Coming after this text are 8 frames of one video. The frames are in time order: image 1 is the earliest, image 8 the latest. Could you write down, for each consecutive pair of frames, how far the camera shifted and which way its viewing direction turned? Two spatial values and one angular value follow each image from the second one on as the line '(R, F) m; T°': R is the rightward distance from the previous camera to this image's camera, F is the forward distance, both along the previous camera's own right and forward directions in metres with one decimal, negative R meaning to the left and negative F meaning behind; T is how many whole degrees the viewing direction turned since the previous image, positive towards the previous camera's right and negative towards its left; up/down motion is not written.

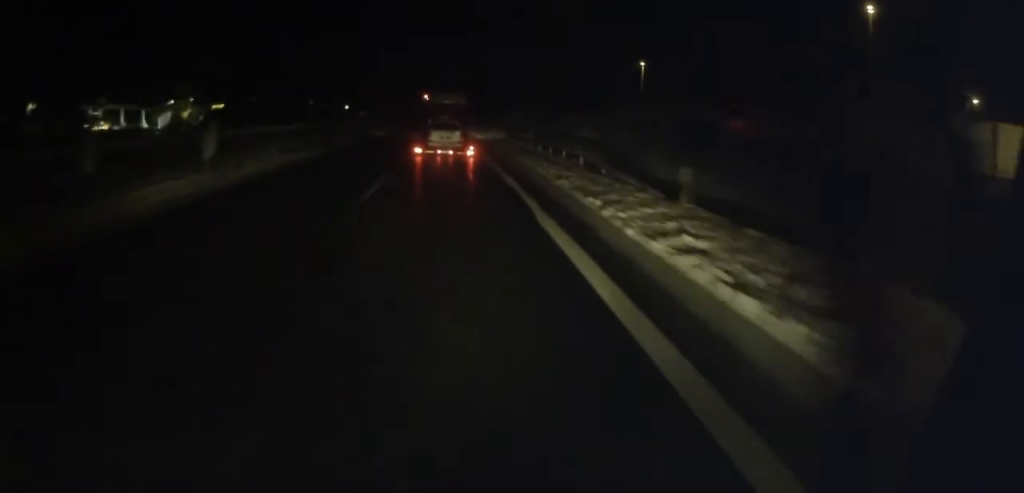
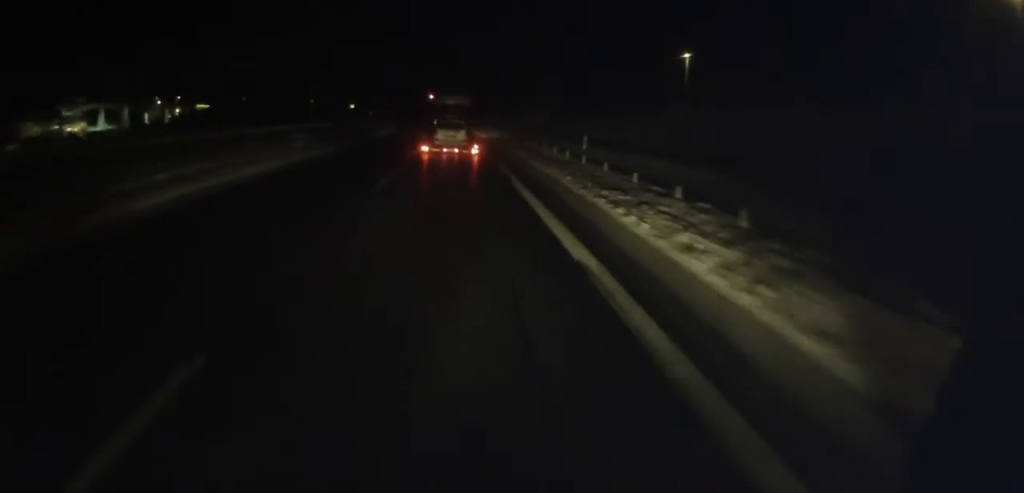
(0.0, +15.8) m; -1°
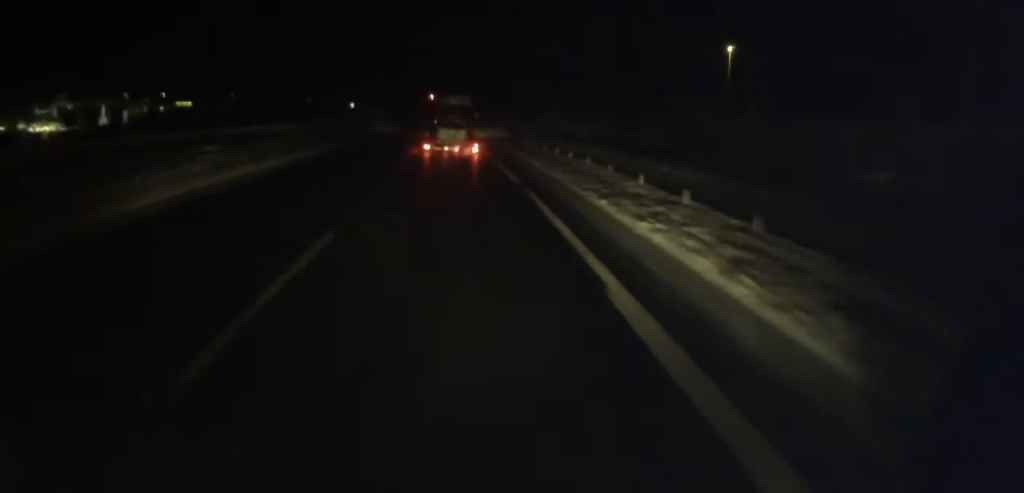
(0.0, +12.6) m; -1°
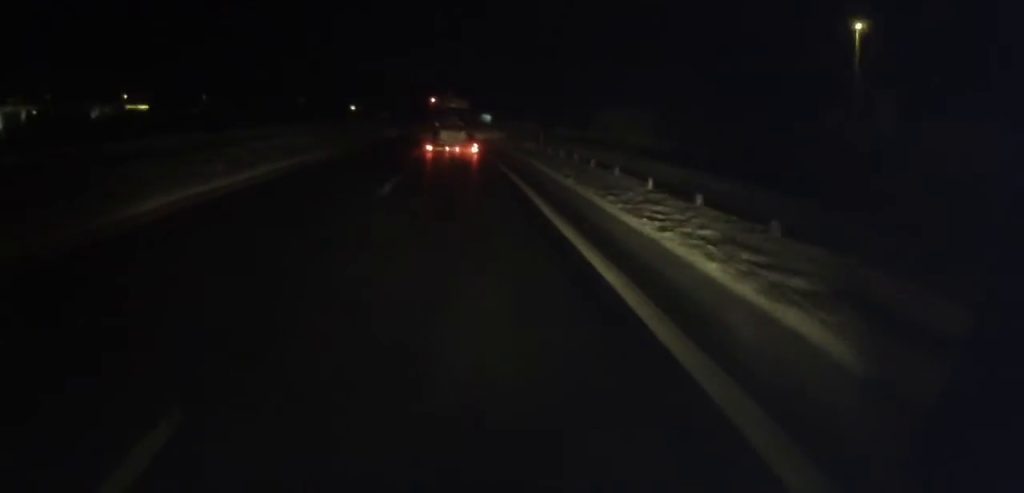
(-0.6, +24.1) m; -2°
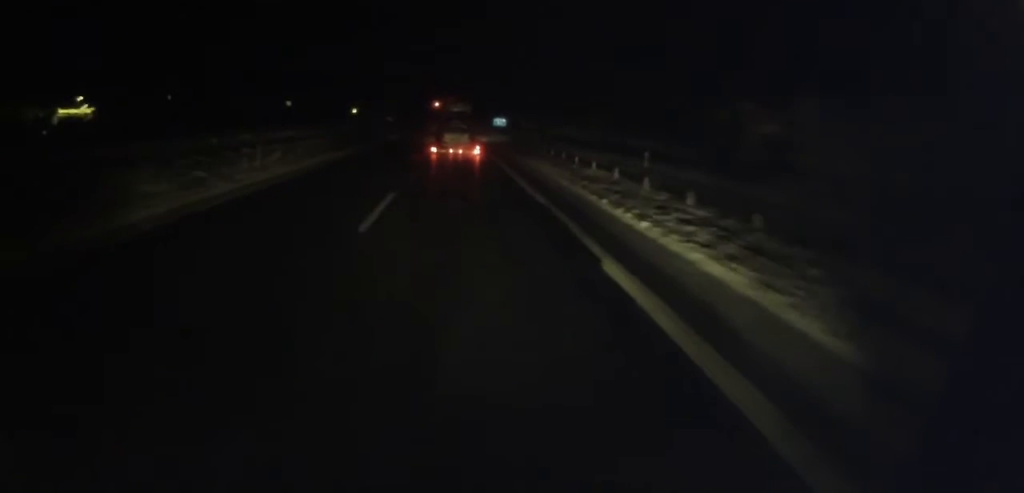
(-0.3, +22.4) m; 0°
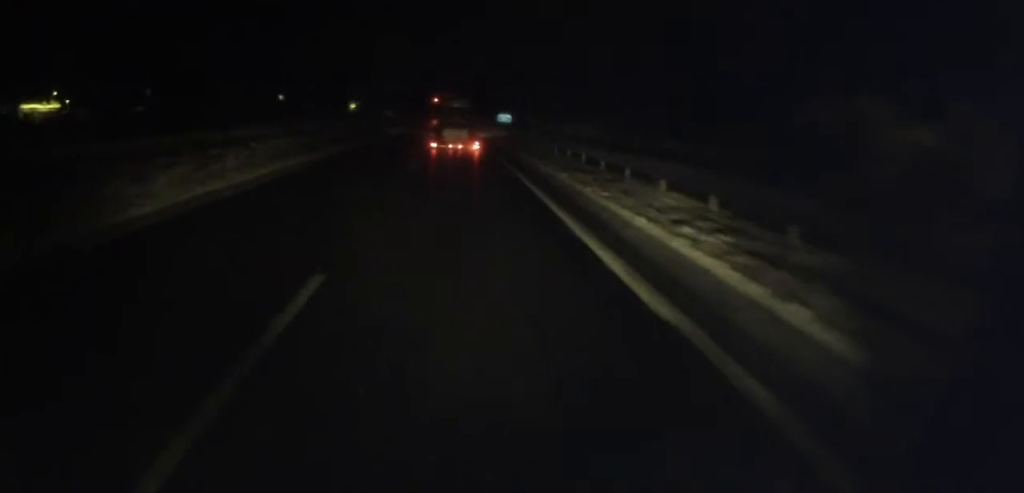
(+0.2, +9.3) m; 0°
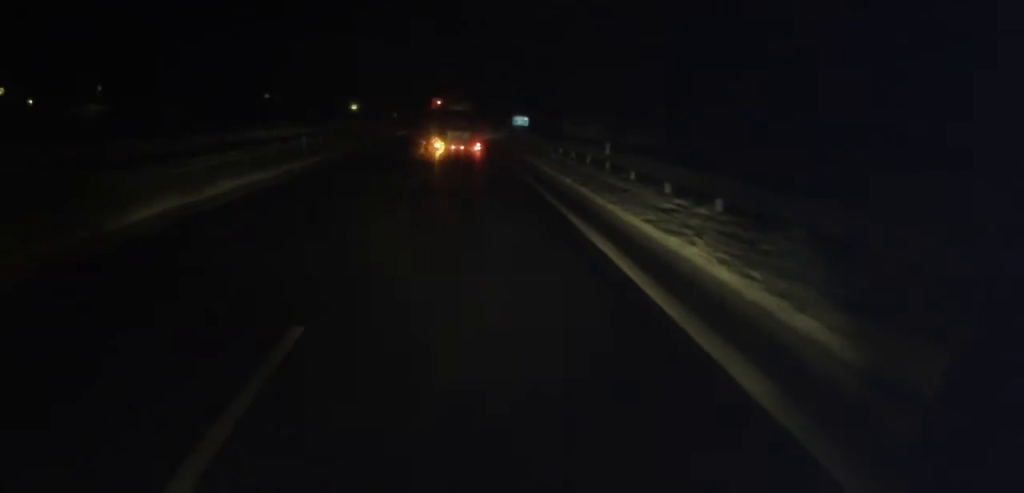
(-0.1, +19.5) m; -1°
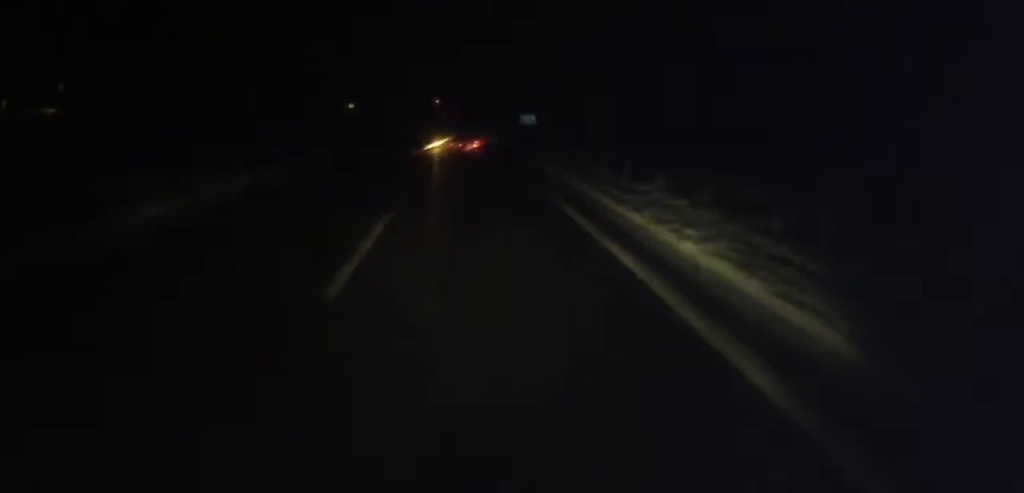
(-0.2, +11.0) m; -1°
